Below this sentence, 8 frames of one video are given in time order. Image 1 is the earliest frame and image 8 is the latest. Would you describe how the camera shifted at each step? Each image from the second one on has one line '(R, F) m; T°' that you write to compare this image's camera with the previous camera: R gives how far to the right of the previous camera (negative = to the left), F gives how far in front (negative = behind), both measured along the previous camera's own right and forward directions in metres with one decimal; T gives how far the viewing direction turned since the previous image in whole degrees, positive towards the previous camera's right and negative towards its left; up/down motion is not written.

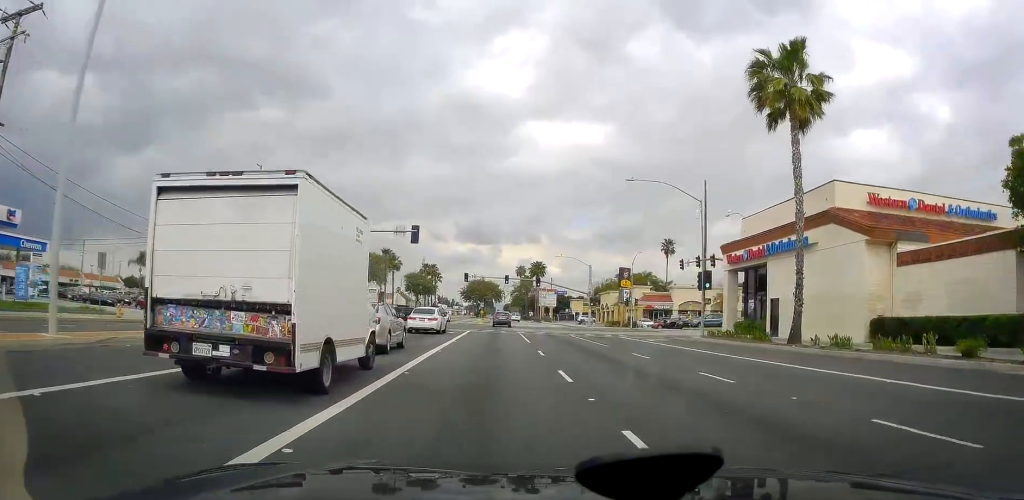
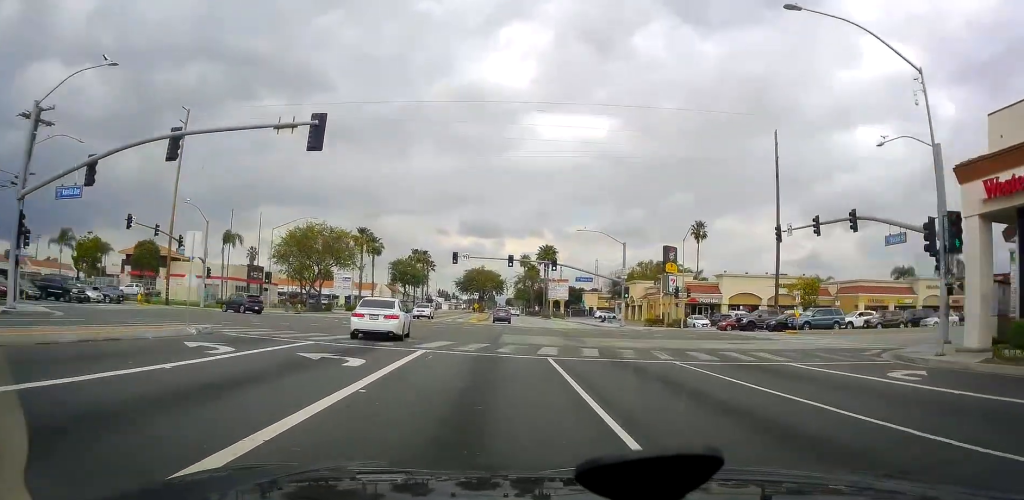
(0.0, +23.8) m; 0°
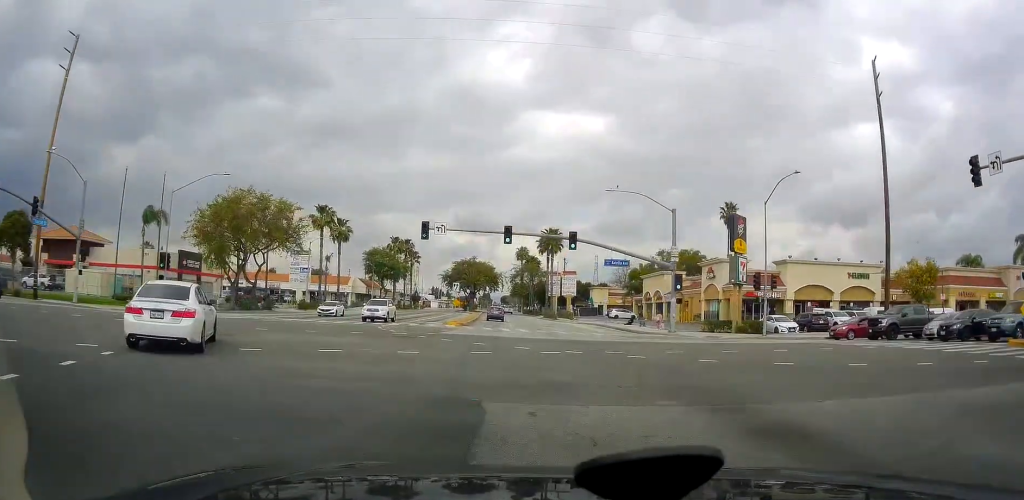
(-0.4, +21.6) m; -2°
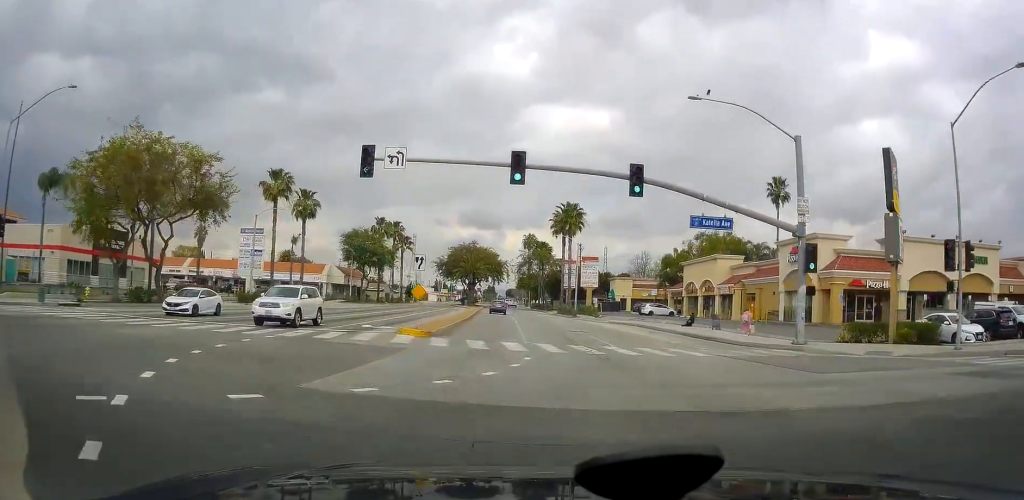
(0.0, +20.1) m; +1°
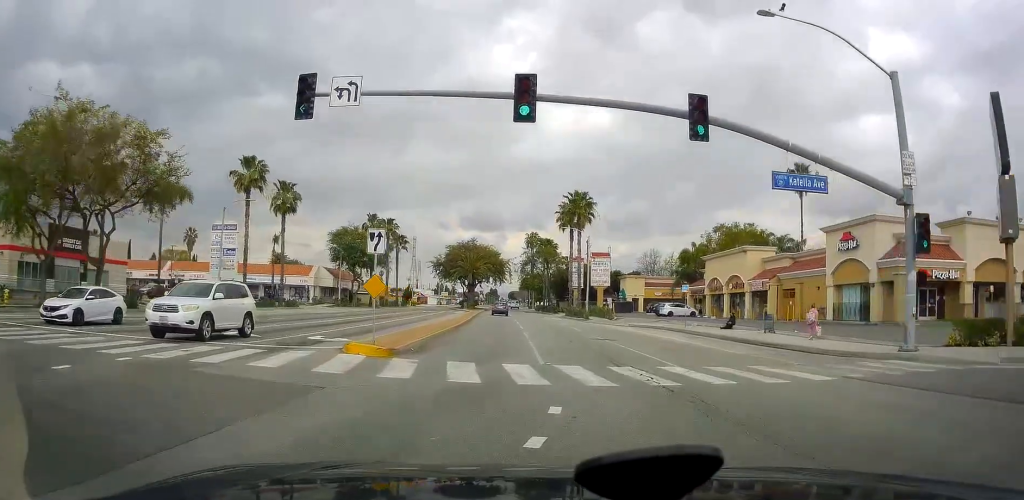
(+0.1, +8.1) m; 0°
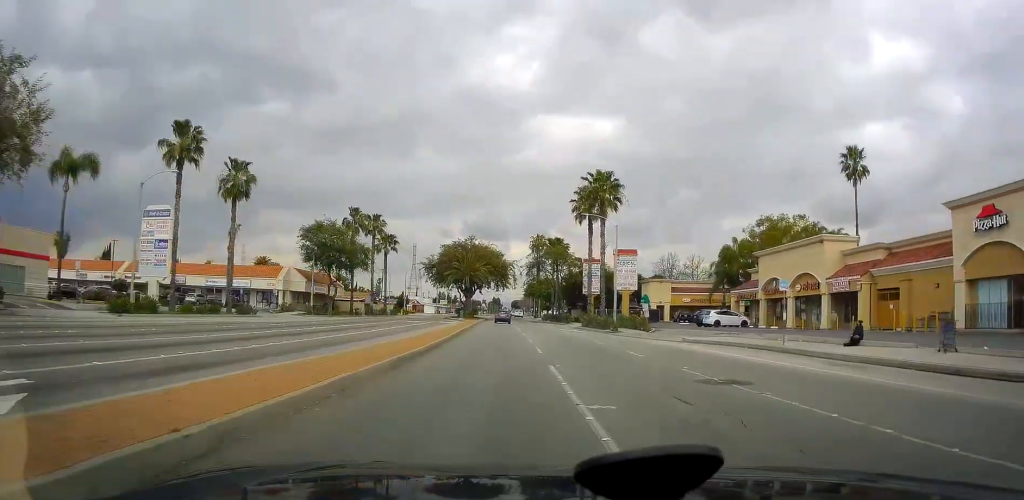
(0.0, +14.7) m; 0°
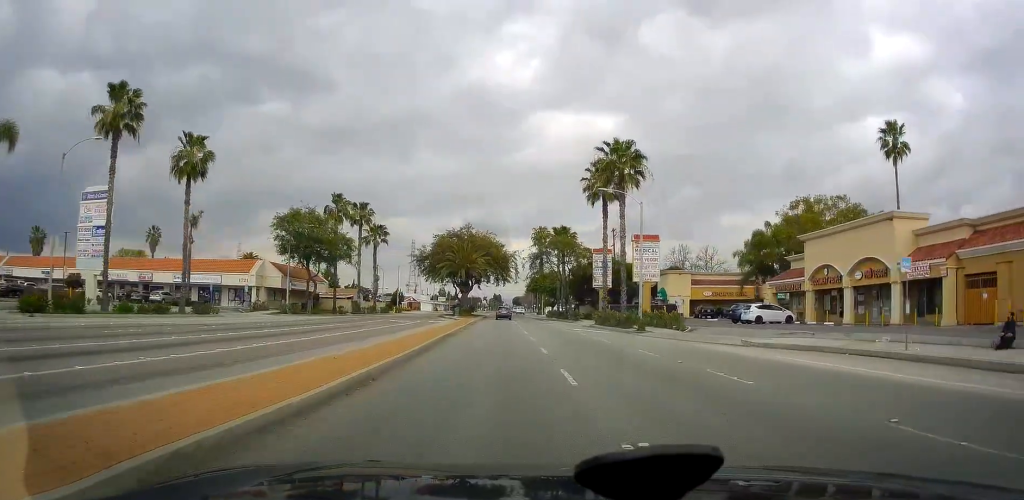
(0.0, +9.2) m; 0°
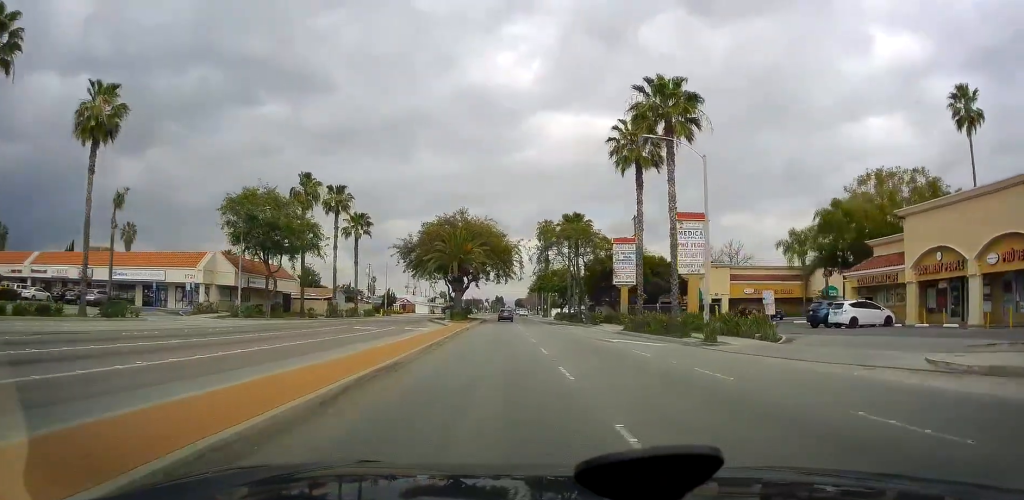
(0.0, +13.4) m; 0°
